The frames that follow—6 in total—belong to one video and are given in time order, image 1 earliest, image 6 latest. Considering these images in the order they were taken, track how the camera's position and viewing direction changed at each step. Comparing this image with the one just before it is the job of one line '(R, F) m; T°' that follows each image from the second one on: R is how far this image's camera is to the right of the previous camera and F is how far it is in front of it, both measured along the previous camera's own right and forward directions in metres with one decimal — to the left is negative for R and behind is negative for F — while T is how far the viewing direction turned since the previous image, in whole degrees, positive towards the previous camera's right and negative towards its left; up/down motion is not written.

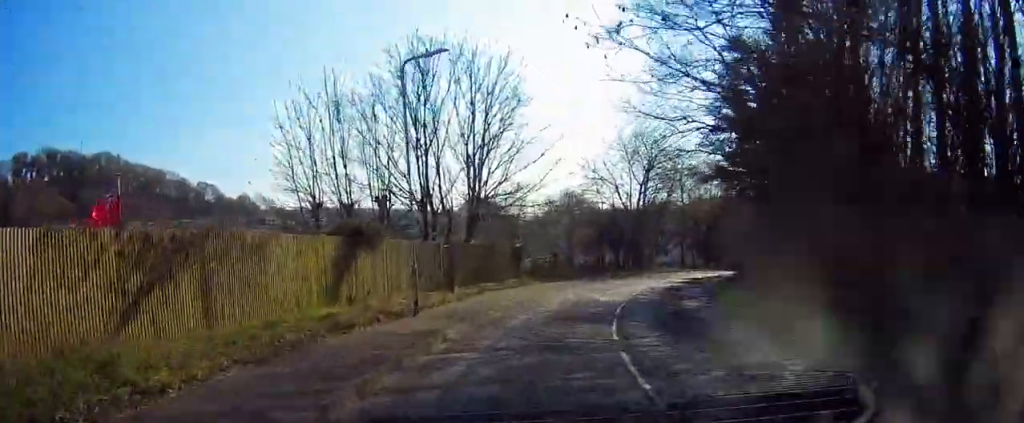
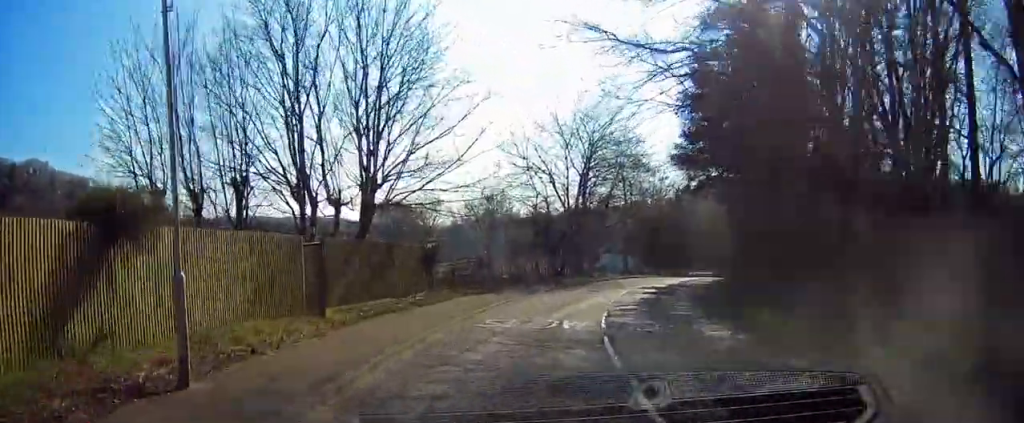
(+0.6, +8.7) m; +7°
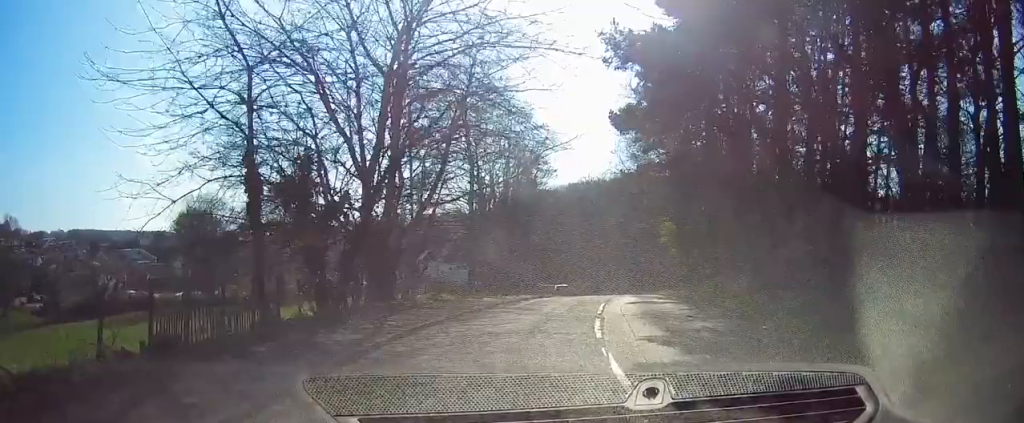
(+2.9, +24.1) m; +15°
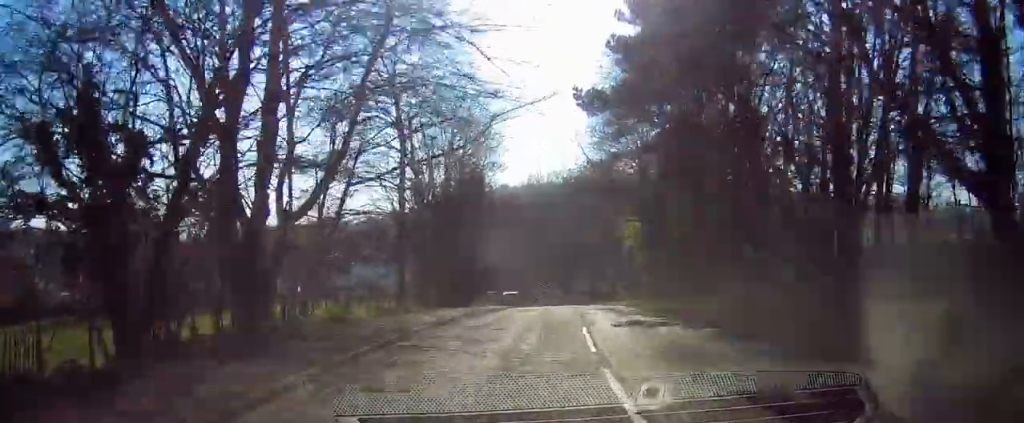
(+0.5, +7.2) m; +4°
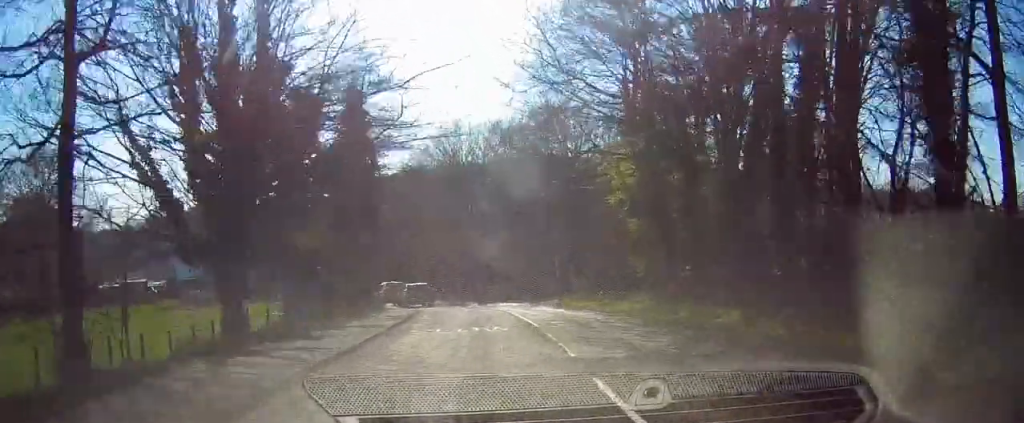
(+1.6, +21.5) m; +8°
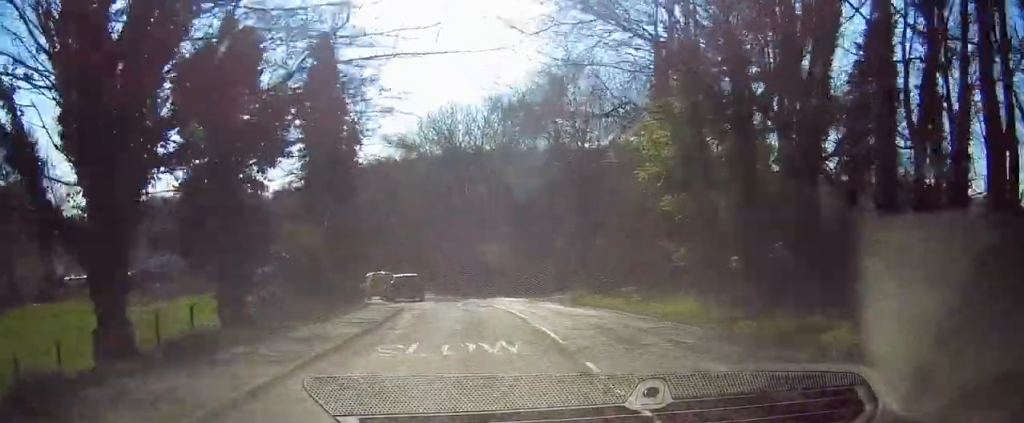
(+0.1, +5.7) m; +2°
